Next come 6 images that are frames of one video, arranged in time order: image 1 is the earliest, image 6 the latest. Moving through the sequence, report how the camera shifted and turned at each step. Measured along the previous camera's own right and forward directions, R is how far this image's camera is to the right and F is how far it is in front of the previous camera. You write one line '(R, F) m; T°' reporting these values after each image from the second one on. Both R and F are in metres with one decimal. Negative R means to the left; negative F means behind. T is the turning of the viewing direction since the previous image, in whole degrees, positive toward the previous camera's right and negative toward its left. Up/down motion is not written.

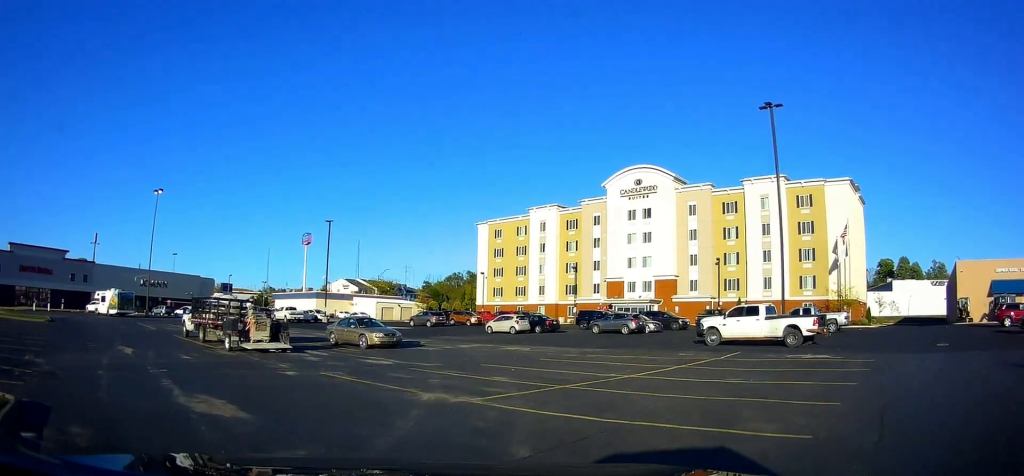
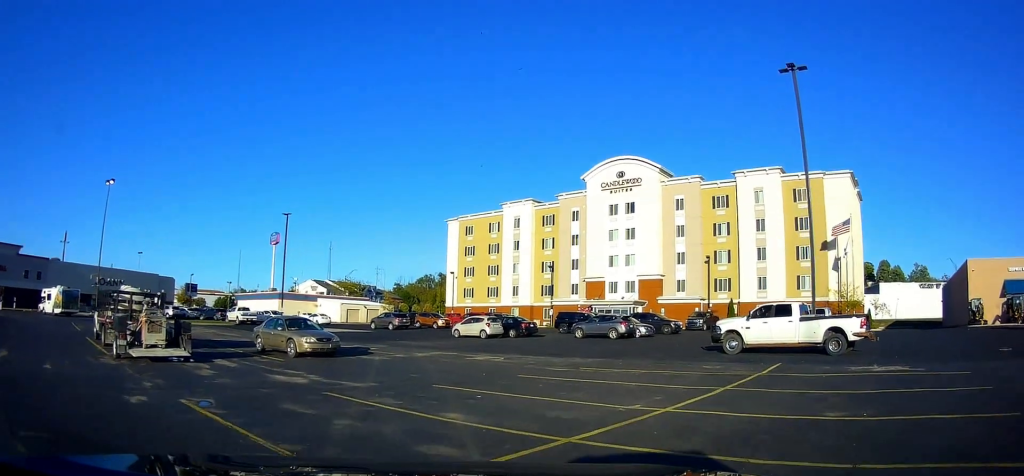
(+0.6, +5.8) m; +7°
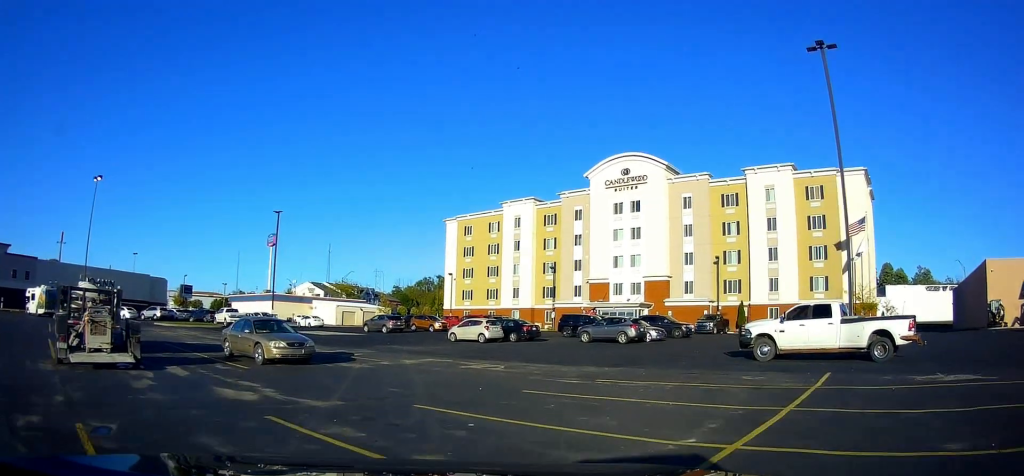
(+0.1, +3.0) m; -3°
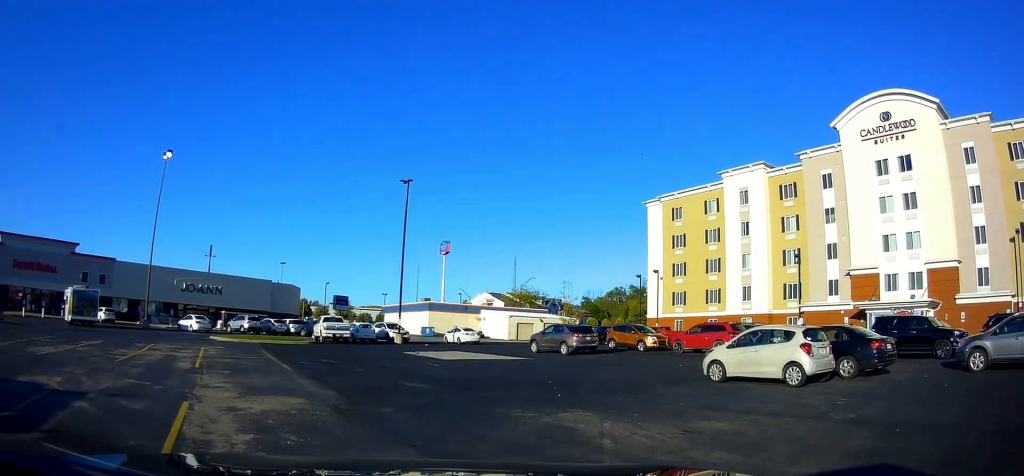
(-3.7, +22.3) m; -12°
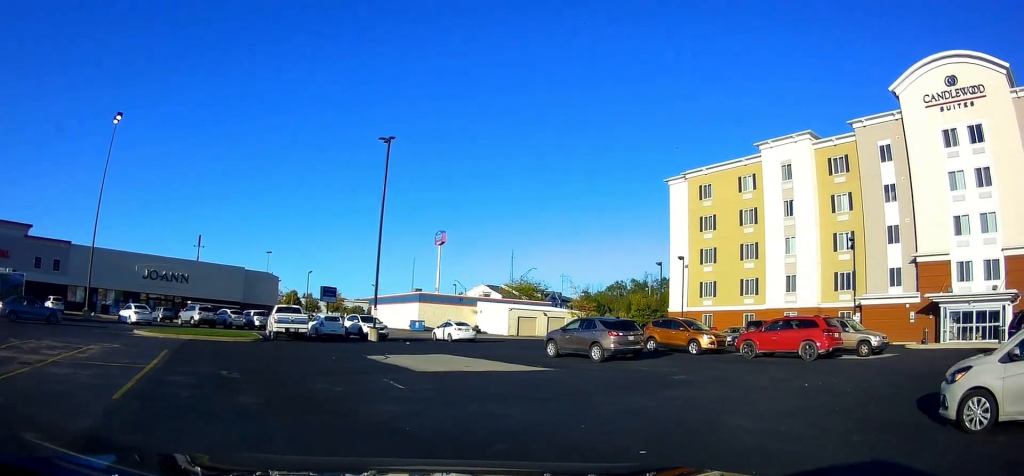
(0.0, +6.4) m; -4°
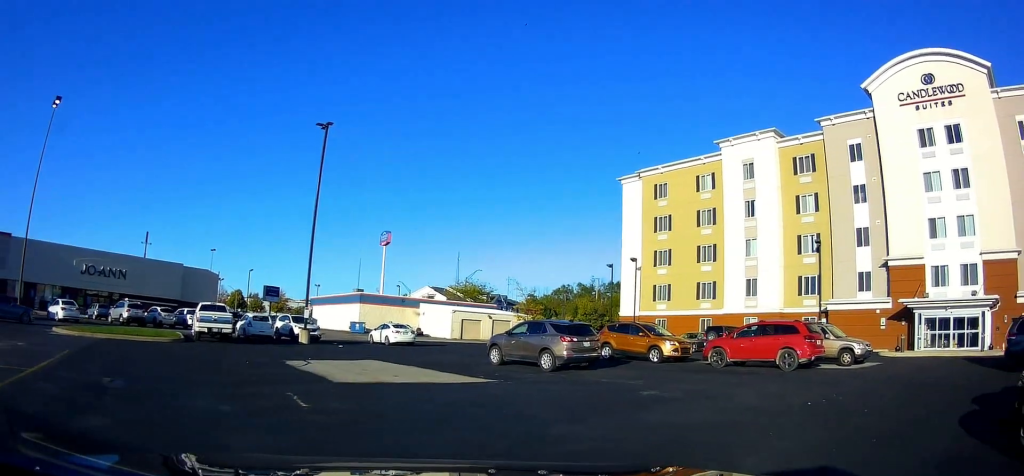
(-0.1, +2.0) m; 0°
